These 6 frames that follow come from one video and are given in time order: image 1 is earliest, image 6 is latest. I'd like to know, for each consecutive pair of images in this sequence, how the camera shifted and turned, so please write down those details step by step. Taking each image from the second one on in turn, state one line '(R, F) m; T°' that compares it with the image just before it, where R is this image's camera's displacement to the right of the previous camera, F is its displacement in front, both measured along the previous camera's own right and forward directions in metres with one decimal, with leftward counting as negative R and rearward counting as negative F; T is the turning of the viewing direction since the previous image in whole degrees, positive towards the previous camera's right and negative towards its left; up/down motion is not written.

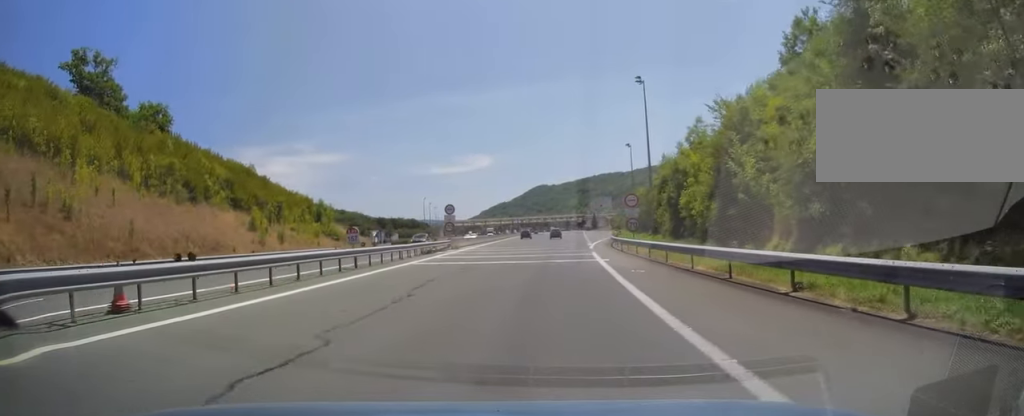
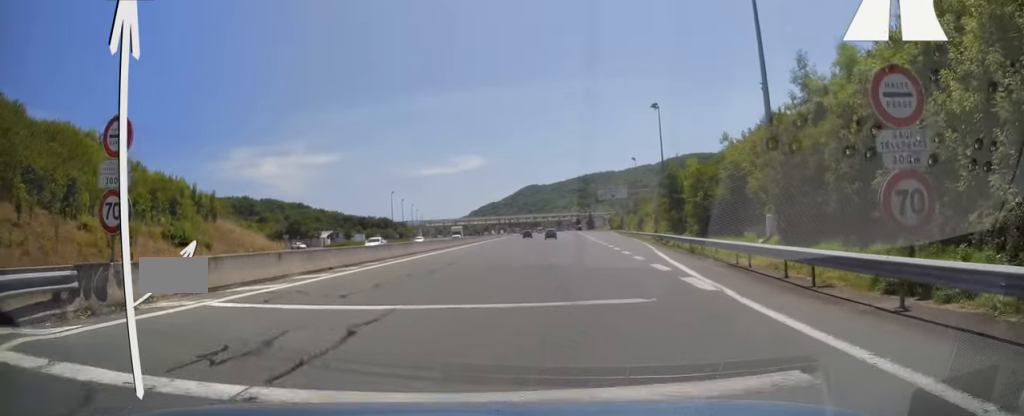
(+0.3, +39.1) m; 0°
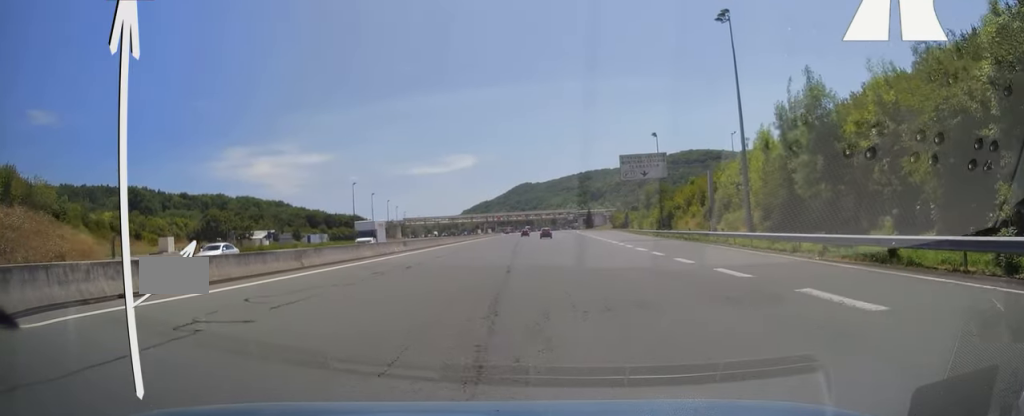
(+0.1, +36.4) m; +1°
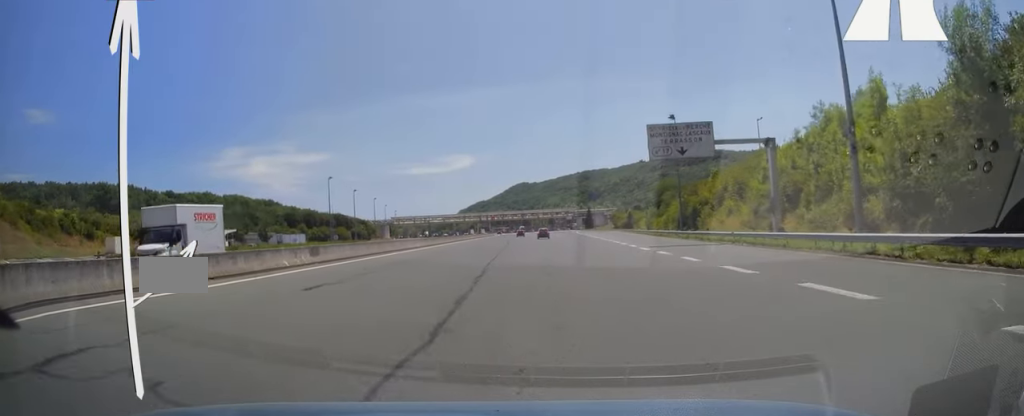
(+0.3, +18.2) m; 0°
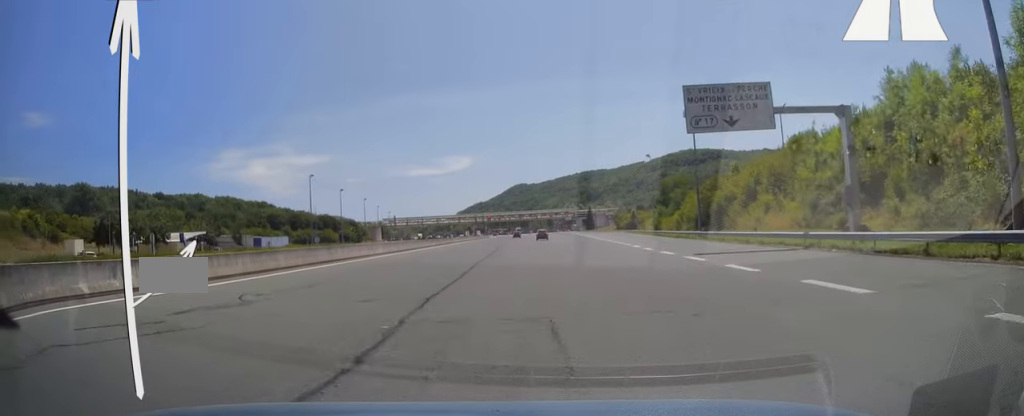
(-0.3, +12.3) m; 0°
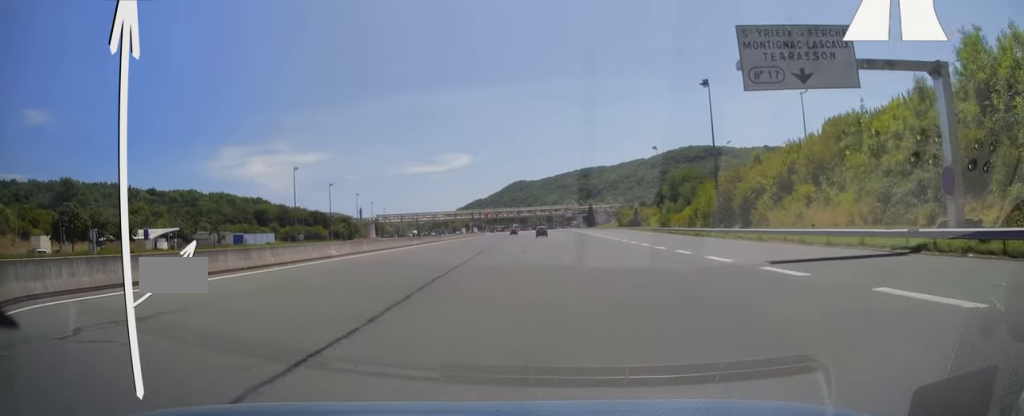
(+0.1, +9.5) m; 0°
